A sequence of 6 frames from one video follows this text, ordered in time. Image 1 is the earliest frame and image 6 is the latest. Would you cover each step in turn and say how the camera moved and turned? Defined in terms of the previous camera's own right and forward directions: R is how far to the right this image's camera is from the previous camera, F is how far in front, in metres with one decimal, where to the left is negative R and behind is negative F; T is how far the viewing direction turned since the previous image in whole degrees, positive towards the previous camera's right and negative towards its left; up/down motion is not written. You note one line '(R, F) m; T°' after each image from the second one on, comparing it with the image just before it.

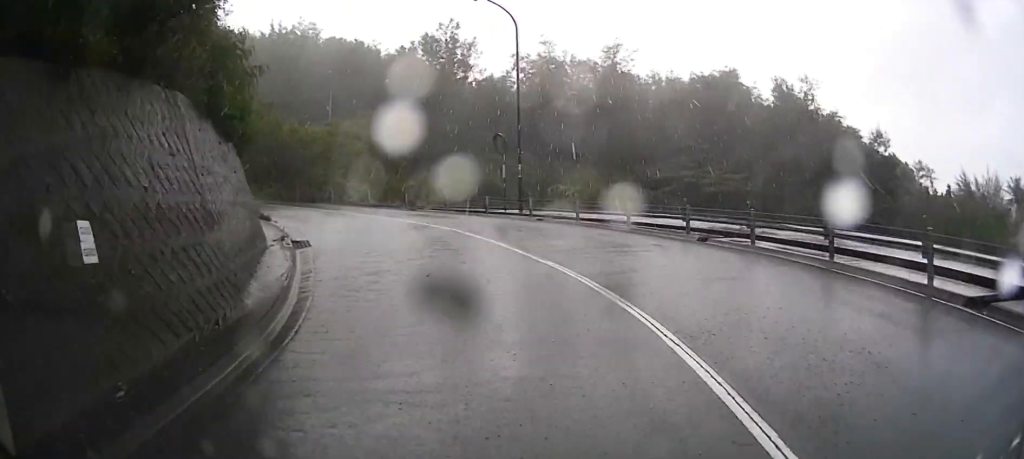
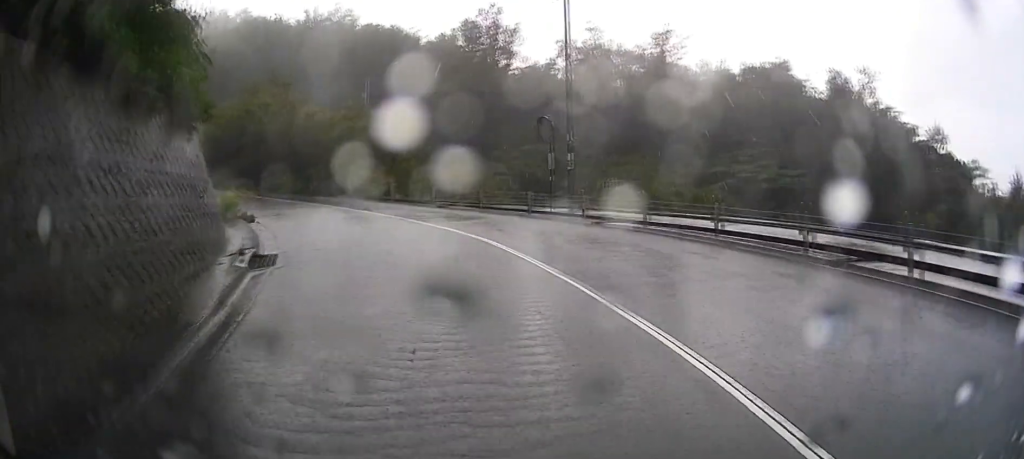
(-0.4, +5.0) m; -5°
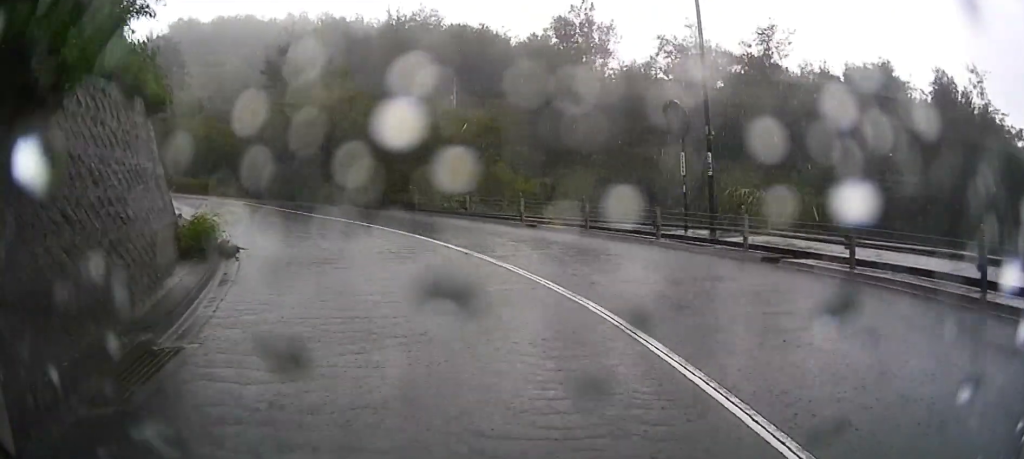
(0.0, +6.4) m; -3°
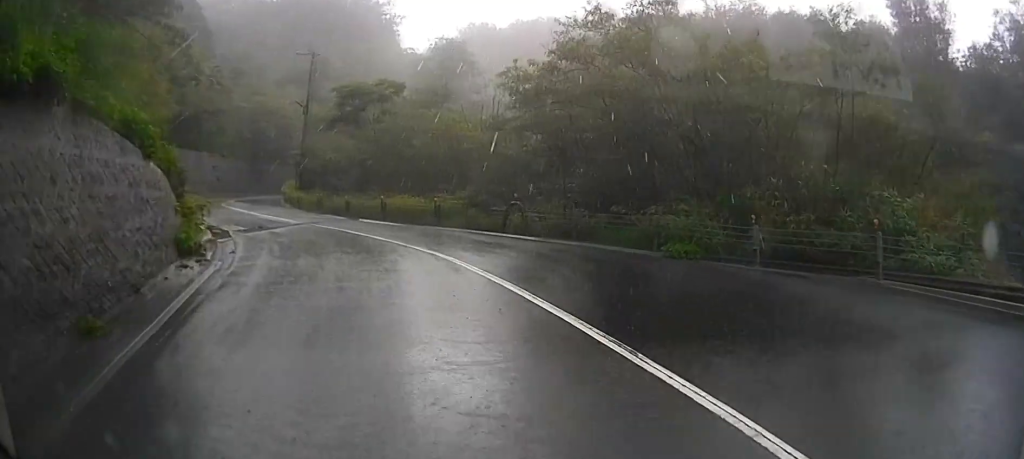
(-3.3, +13.8) m; -25°
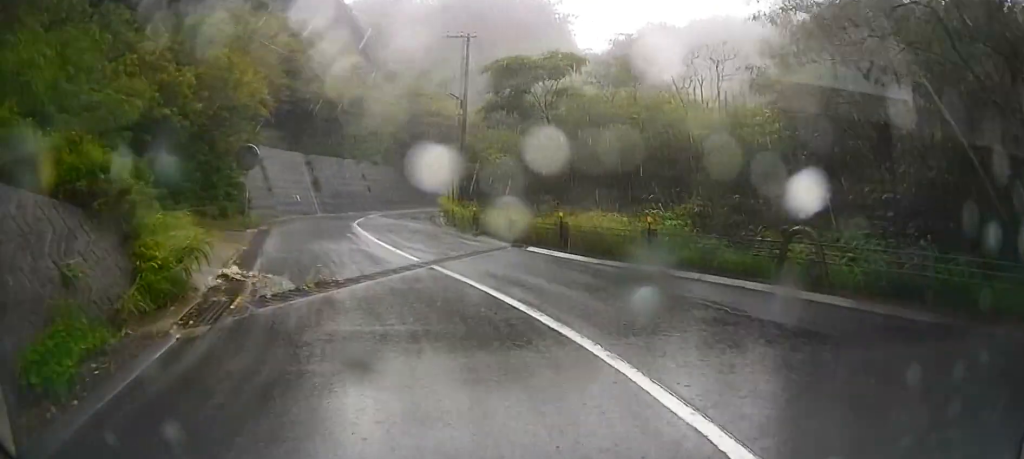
(-0.4, +7.5) m; -9°
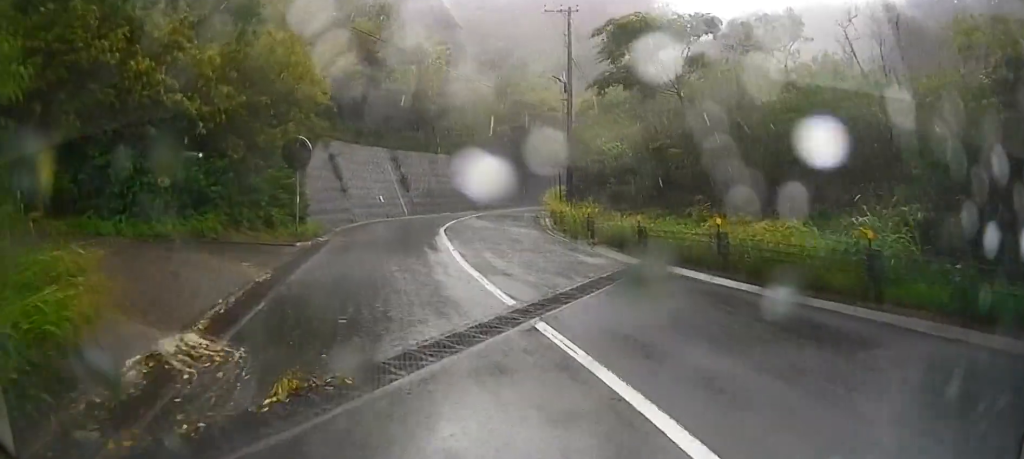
(-0.3, +4.2) m; -9°
